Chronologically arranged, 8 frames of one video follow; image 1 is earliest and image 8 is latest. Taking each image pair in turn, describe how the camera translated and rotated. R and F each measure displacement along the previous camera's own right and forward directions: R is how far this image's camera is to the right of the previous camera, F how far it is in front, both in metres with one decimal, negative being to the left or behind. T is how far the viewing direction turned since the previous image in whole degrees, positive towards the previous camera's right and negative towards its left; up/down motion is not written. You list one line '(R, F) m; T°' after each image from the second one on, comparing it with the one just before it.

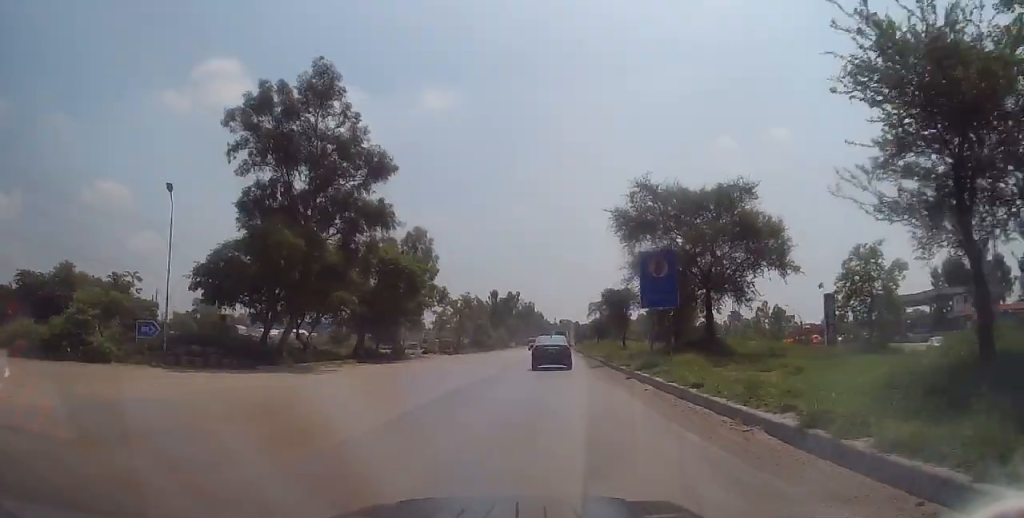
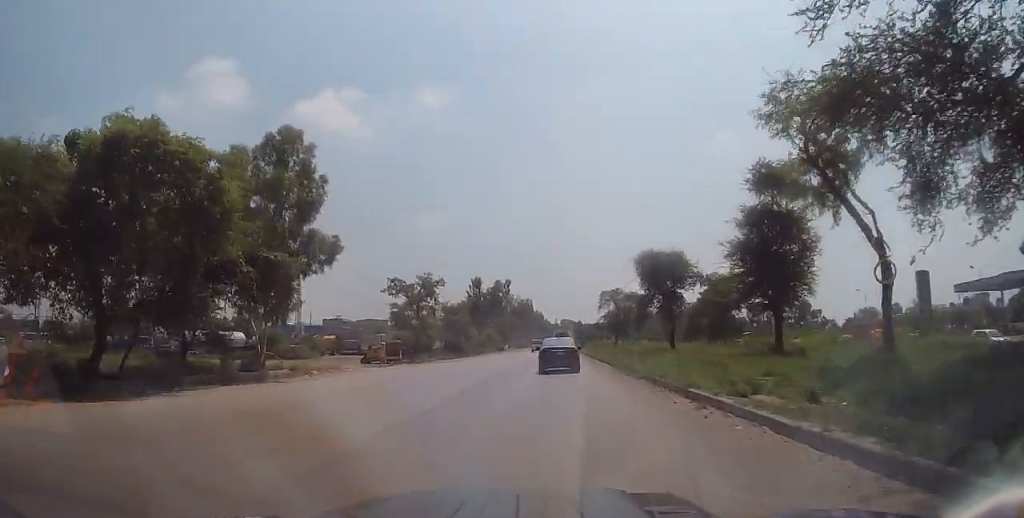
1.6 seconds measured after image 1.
(-0.2, +26.5) m; -2°
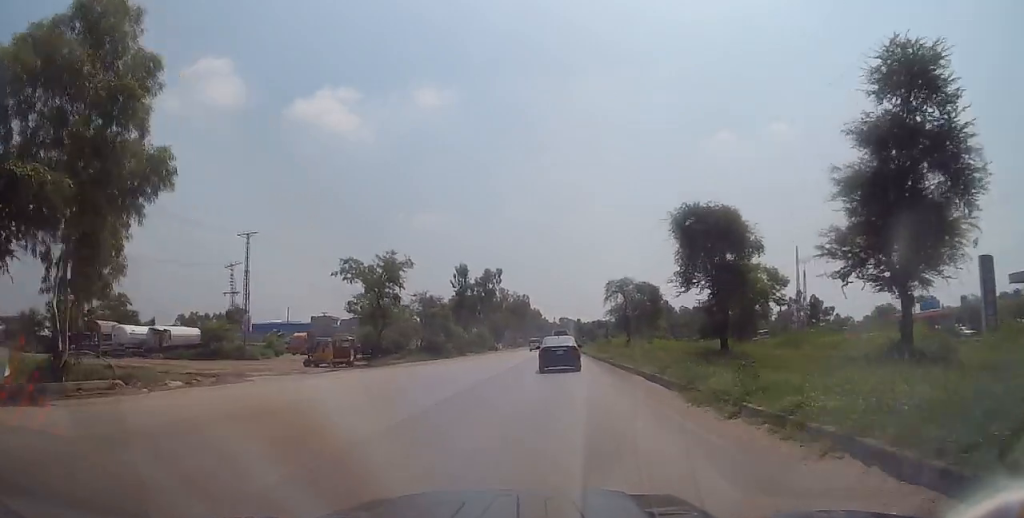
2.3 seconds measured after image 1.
(-0.2, +12.5) m; -1°
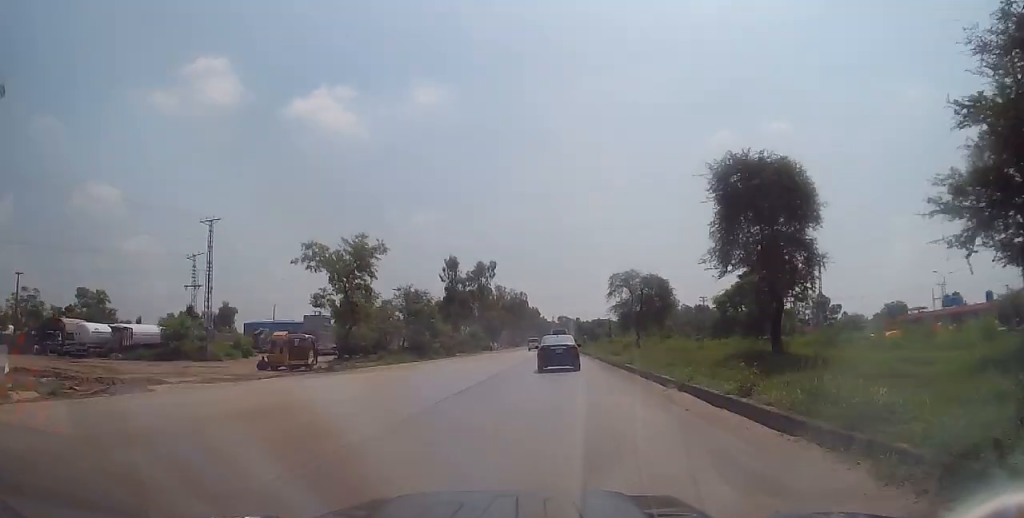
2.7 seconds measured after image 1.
(-0.2, +6.8) m; 0°
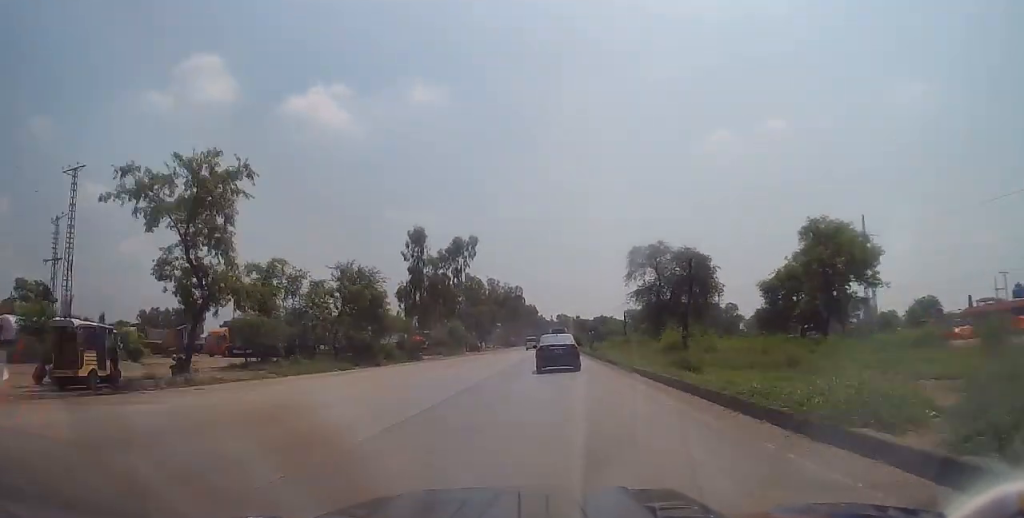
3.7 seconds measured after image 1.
(+0.3, +17.7) m; +2°
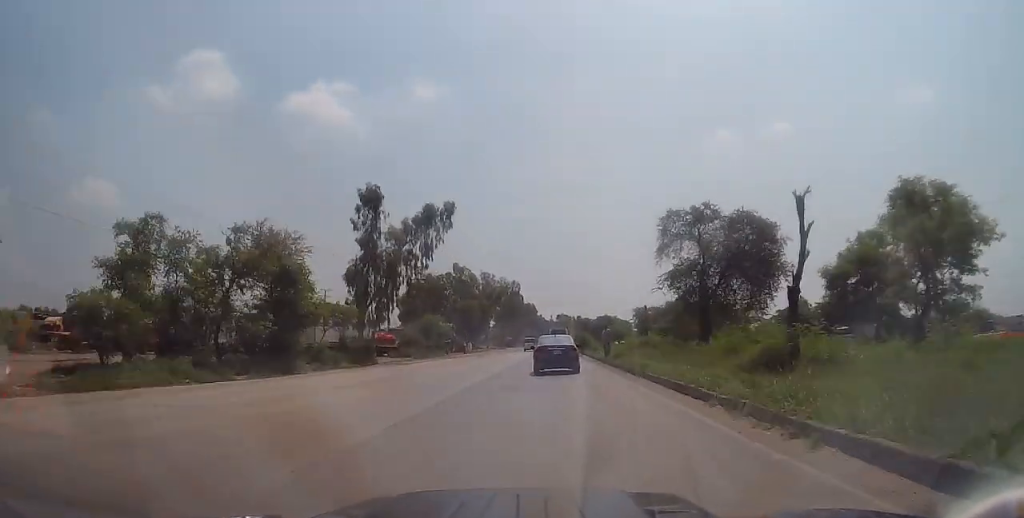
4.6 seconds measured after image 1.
(+0.1, +14.1) m; +1°
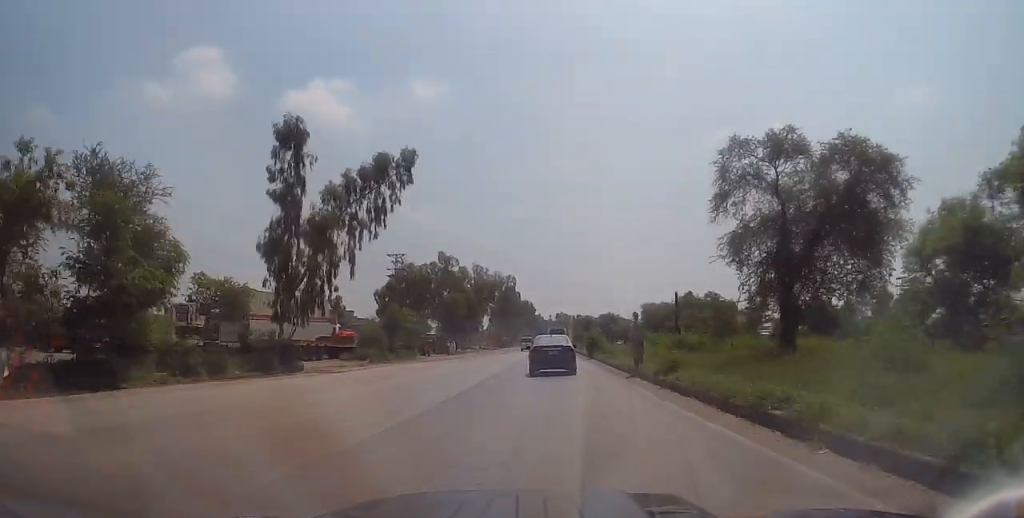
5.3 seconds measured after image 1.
(0.0, +12.3) m; 0°
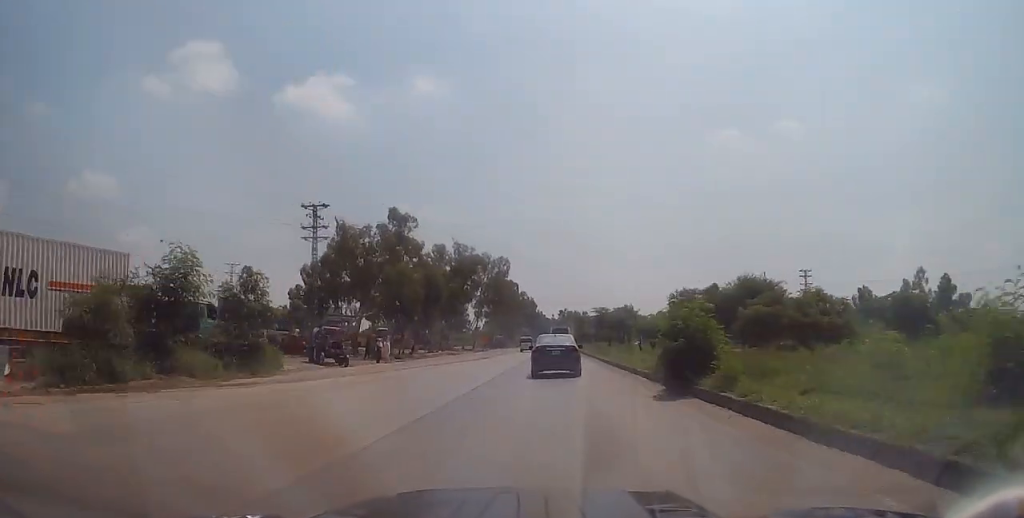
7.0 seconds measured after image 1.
(0.0, +28.8) m; 0°
